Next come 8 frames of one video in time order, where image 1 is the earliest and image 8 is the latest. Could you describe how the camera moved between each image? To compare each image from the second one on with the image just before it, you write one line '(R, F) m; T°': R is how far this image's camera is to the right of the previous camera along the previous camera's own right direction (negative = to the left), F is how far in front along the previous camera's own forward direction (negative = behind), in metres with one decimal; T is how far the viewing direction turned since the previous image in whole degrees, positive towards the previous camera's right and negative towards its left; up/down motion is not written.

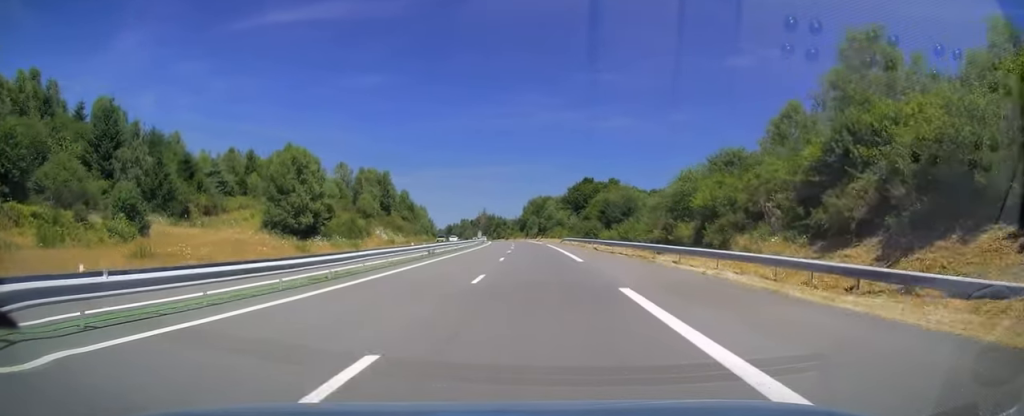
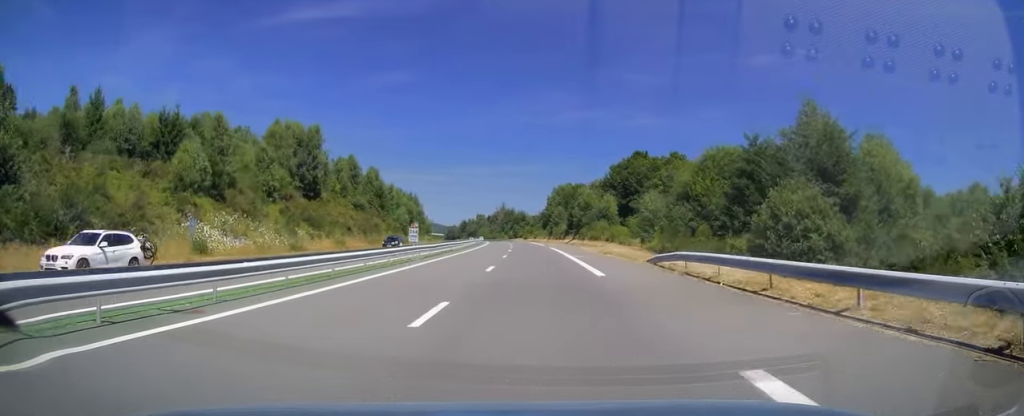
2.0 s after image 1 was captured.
(-1.4, +59.8) m; -2°
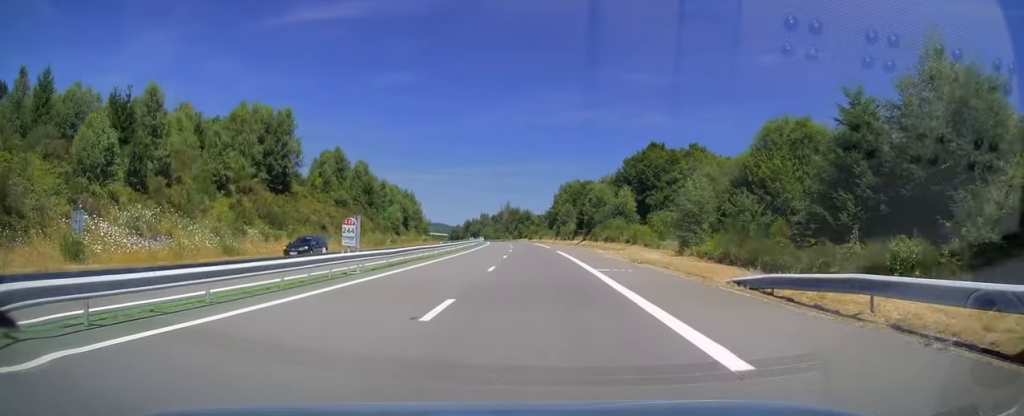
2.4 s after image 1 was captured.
(-0.1, +12.4) m; -1°
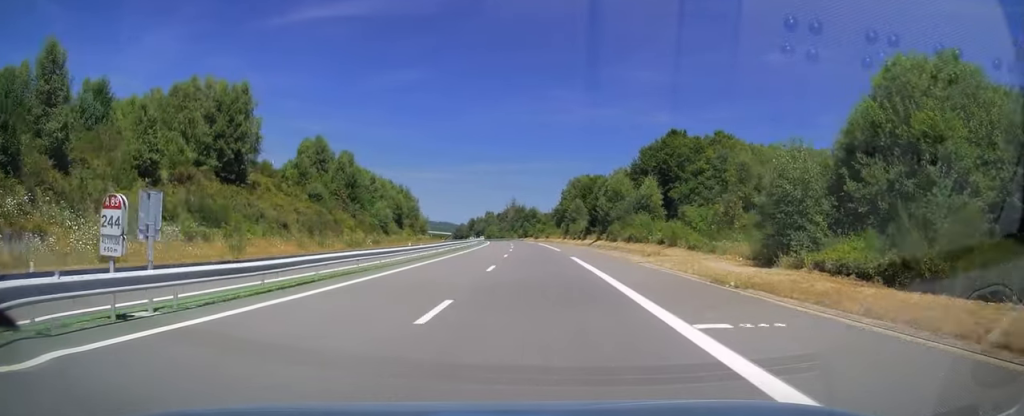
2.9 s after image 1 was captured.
(-0.1, +13.4) m; -1°
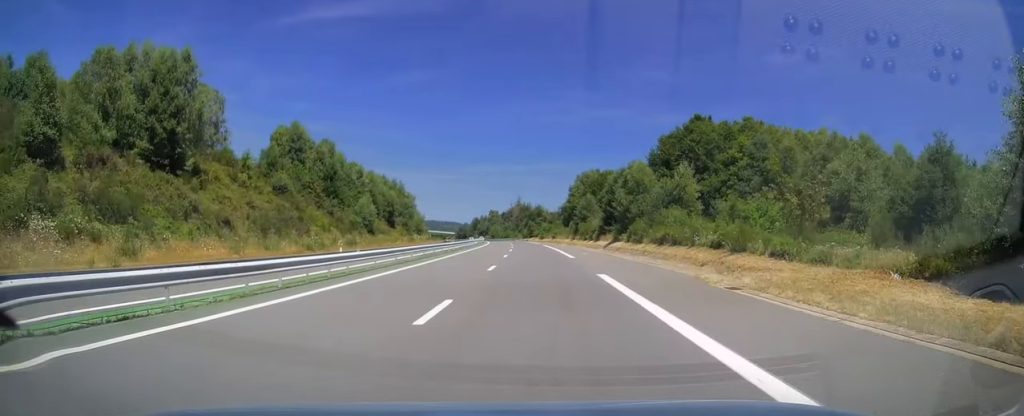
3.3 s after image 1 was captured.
(-0.1, +12.9) m; -1°
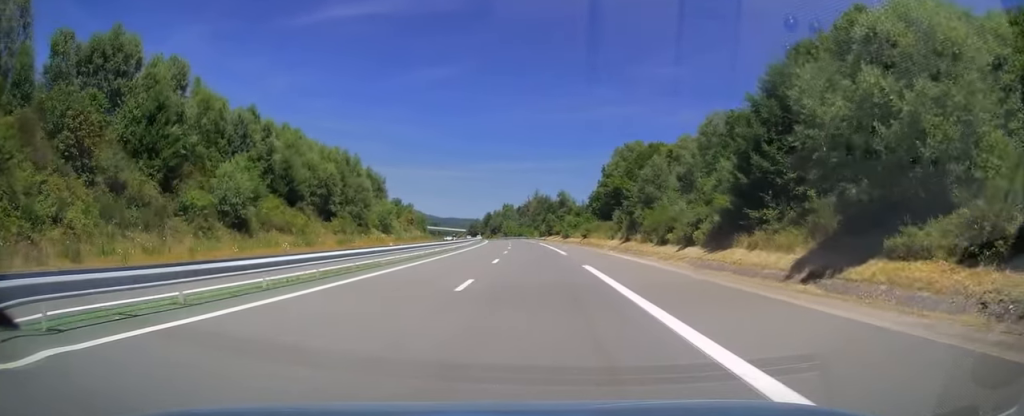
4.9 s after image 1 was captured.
(-0.8, +47.2) m; -2°
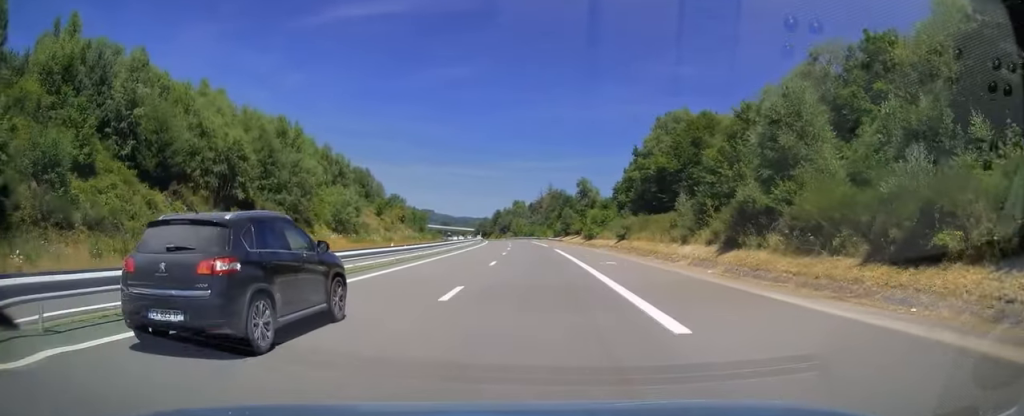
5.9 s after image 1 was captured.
(-0.4, +28.3) m; -1°
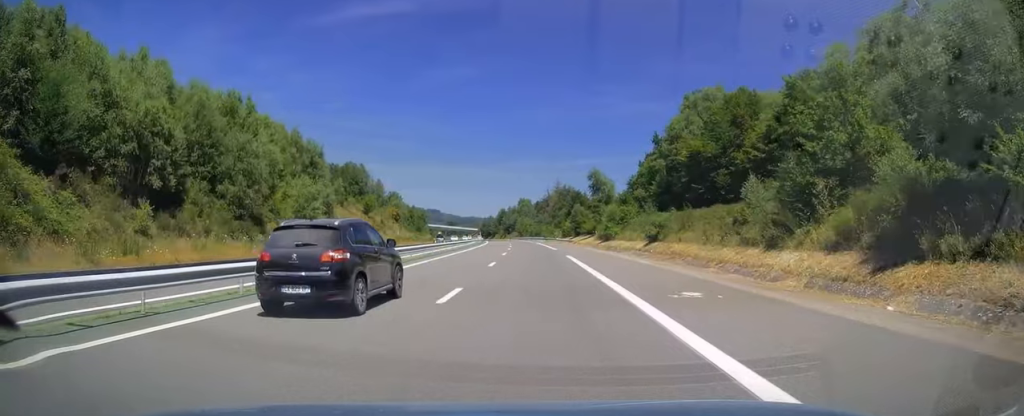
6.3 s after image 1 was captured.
(-0.1, +13.4) m; -1°
